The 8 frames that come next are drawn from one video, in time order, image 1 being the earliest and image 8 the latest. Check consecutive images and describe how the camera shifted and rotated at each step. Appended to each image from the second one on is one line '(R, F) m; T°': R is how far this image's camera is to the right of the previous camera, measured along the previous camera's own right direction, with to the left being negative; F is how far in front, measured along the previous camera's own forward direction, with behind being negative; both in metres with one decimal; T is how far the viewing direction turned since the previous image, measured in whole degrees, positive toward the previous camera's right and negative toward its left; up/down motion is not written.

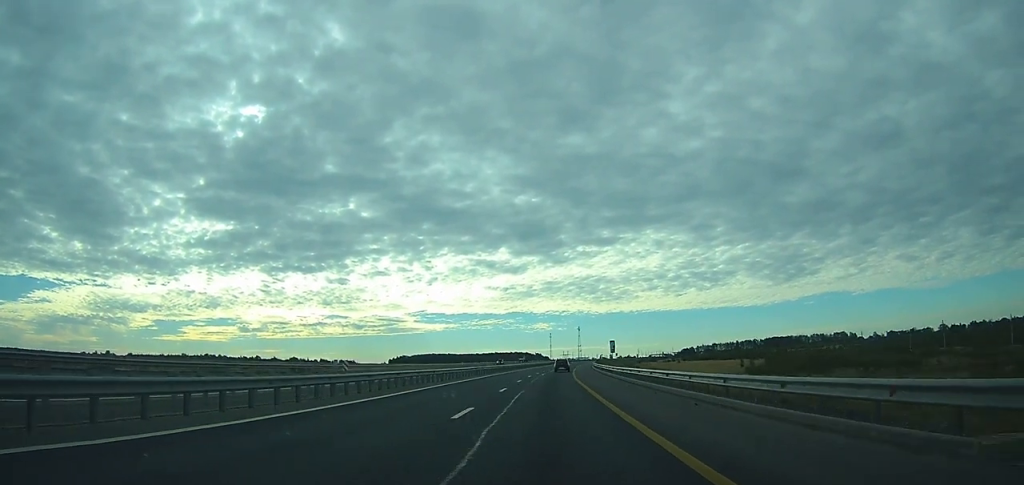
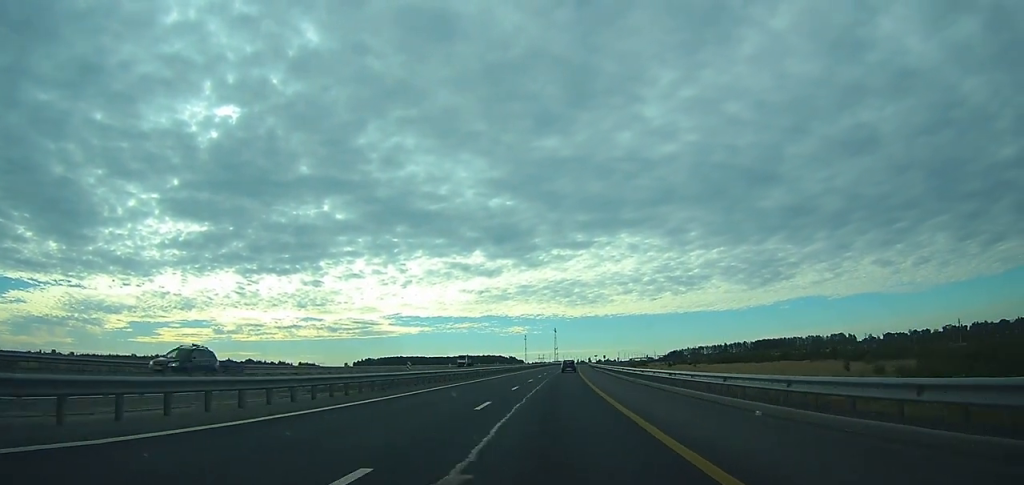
(+1.1, +69.3) m; +2°
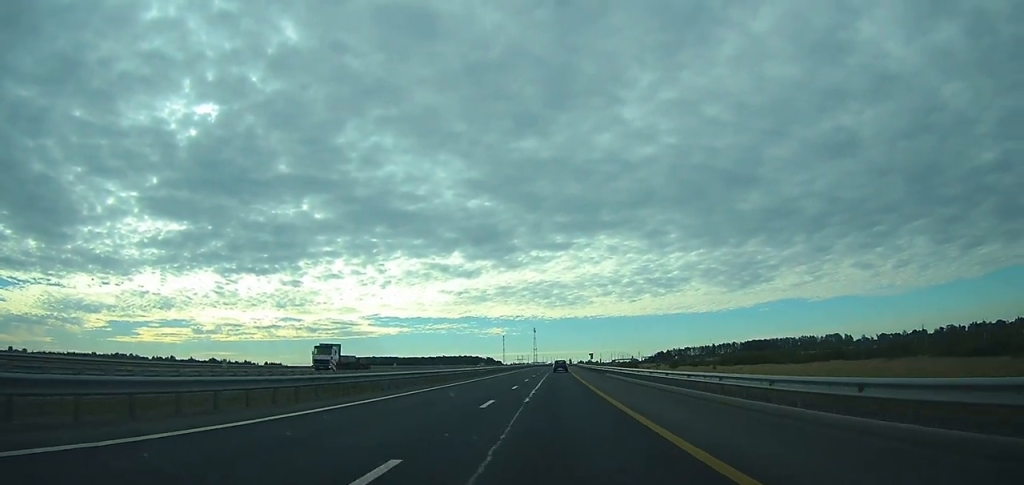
(+0.6, +45.4) m; +2°
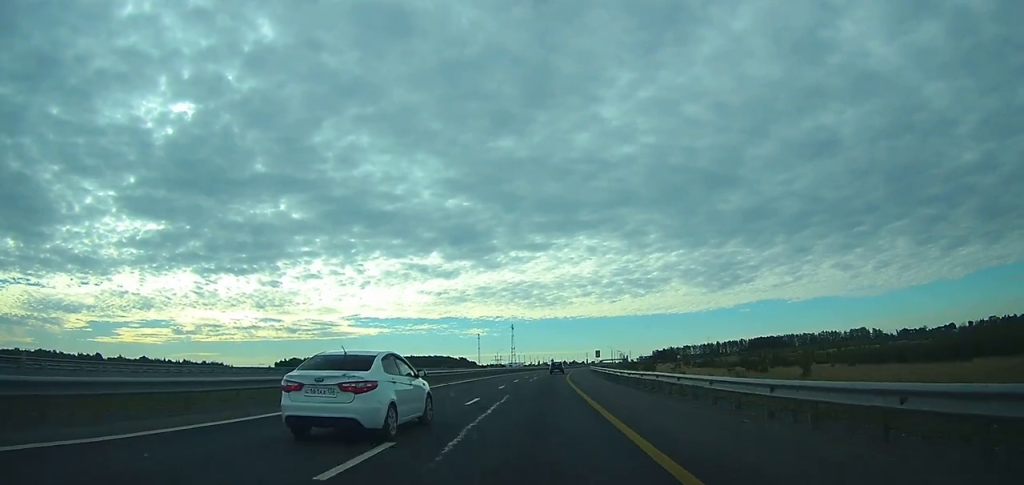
(+3.2, +117.4) m; +2°
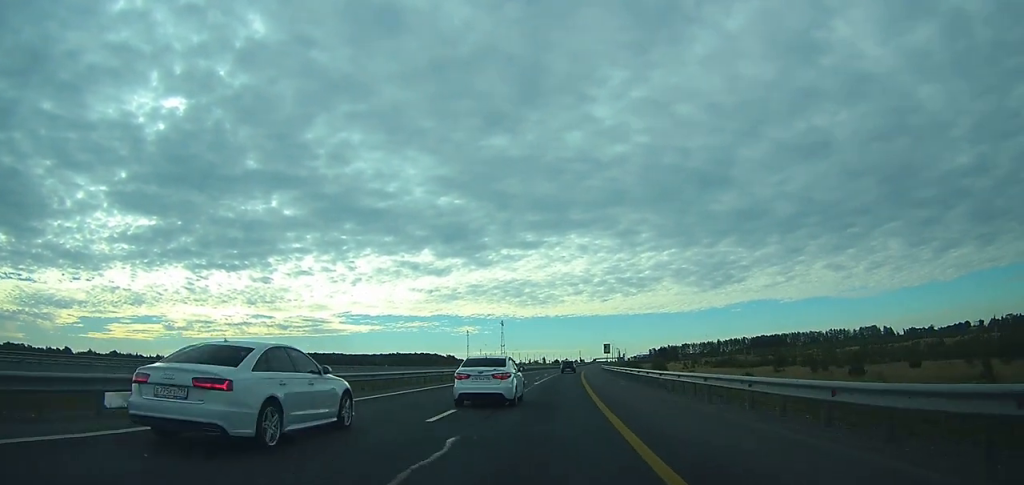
(0.0, +42.8) m; +1°
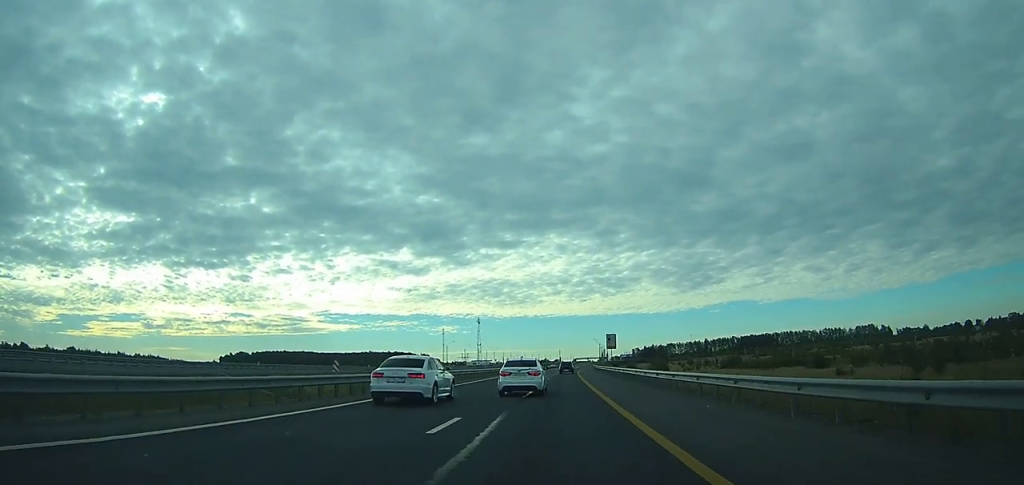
(+0.6, +37.7) m; +2°
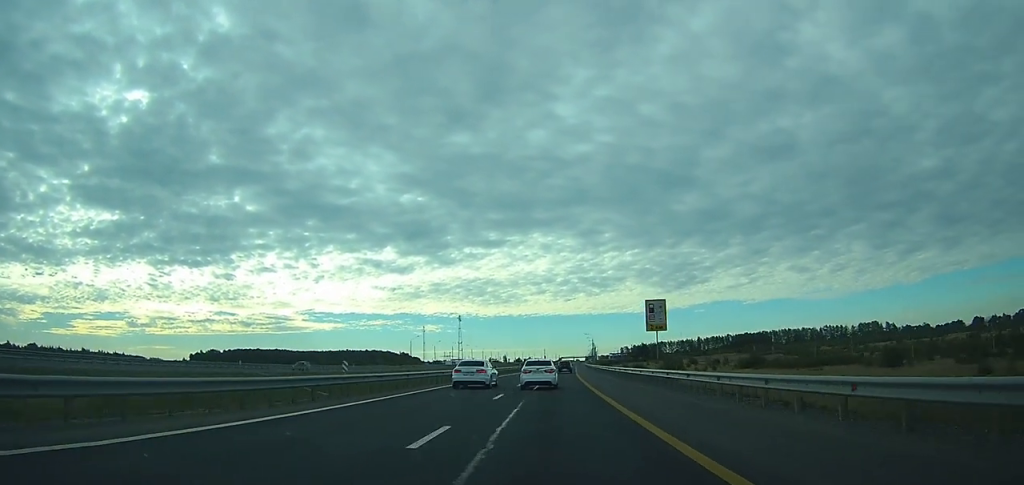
(+0.5, +37.0) m; +2°
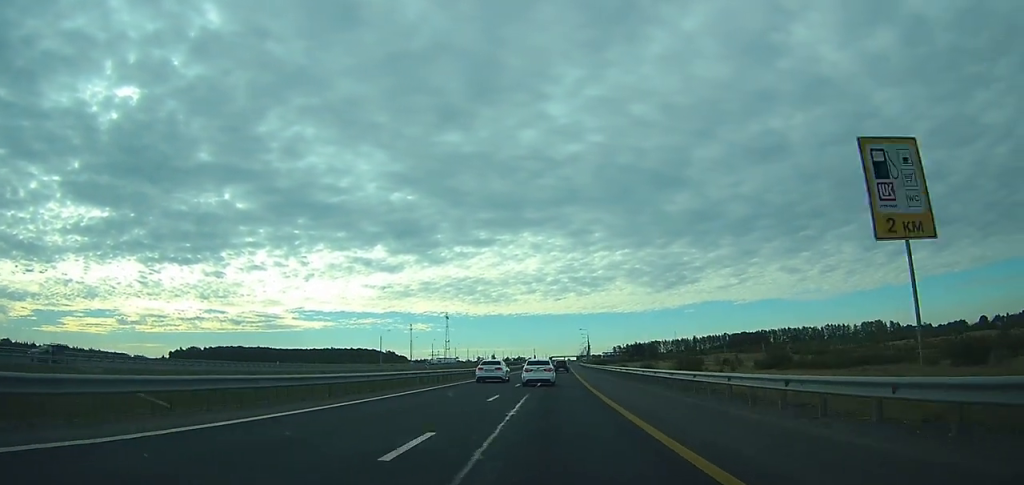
(+0.2, +24.2) m; +1°
